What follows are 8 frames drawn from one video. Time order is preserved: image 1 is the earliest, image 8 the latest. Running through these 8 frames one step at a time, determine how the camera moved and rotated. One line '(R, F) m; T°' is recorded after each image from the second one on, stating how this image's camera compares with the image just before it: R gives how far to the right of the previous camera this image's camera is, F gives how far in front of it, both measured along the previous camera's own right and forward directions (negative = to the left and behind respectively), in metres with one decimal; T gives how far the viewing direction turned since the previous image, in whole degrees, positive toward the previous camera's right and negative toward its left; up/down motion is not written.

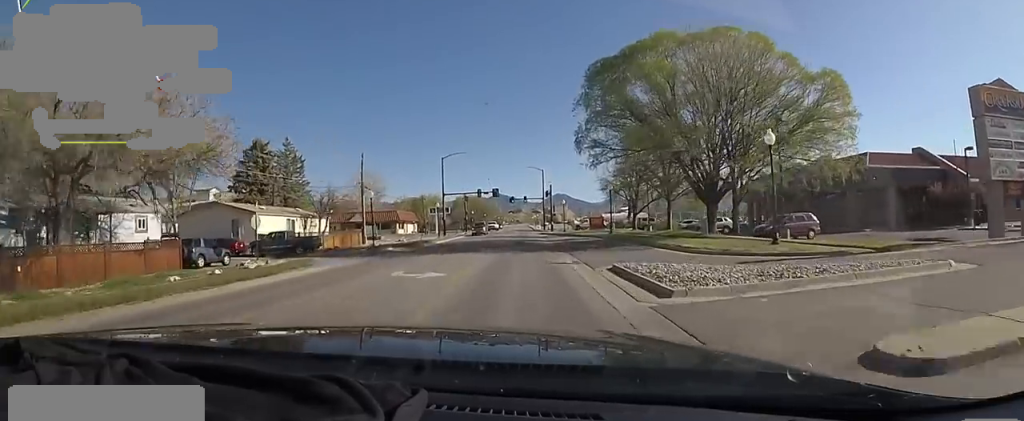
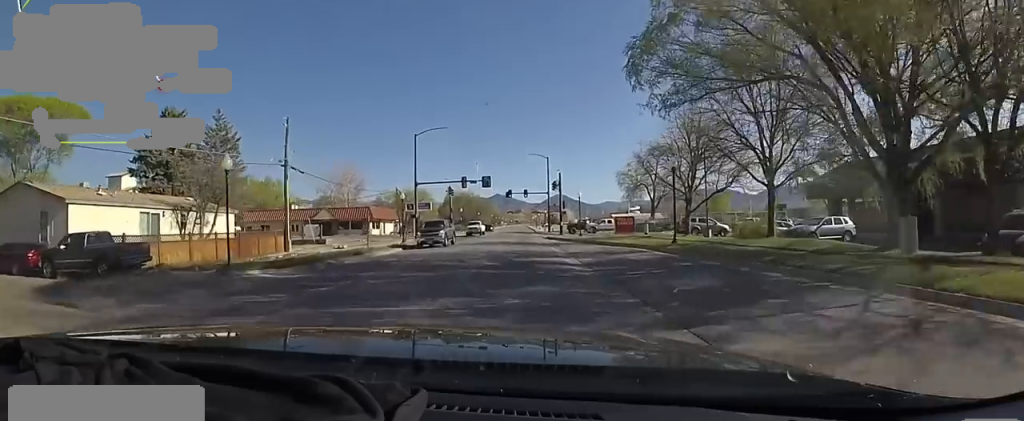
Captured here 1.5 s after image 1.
(0.0, +18.6) m; 0°
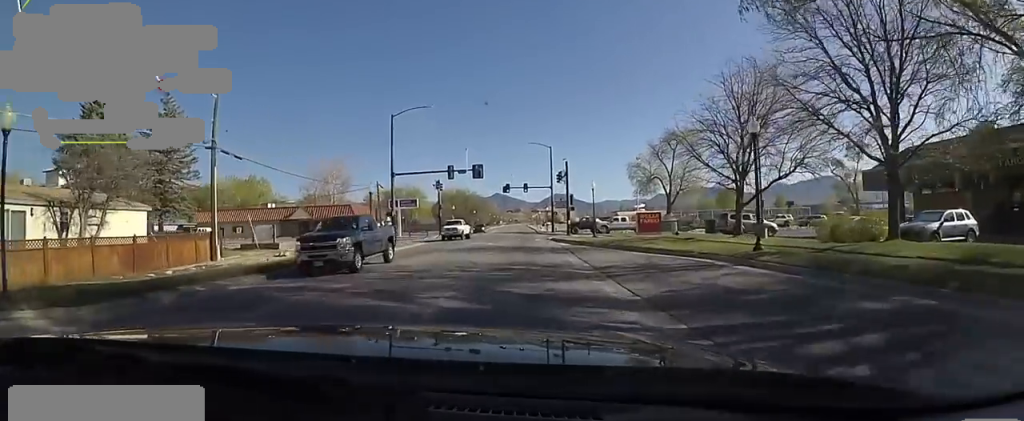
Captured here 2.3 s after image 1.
(0.0, +9.4) m; 0°
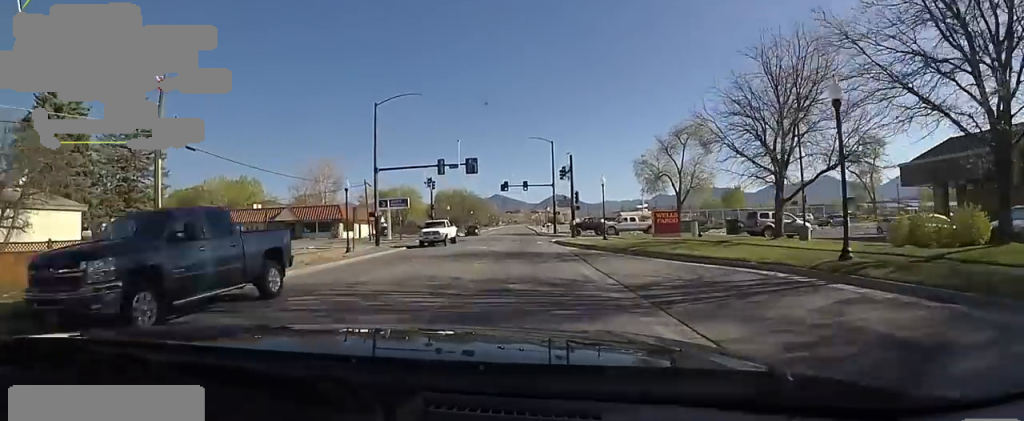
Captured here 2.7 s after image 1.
(0.0, +4.9) m; 0°
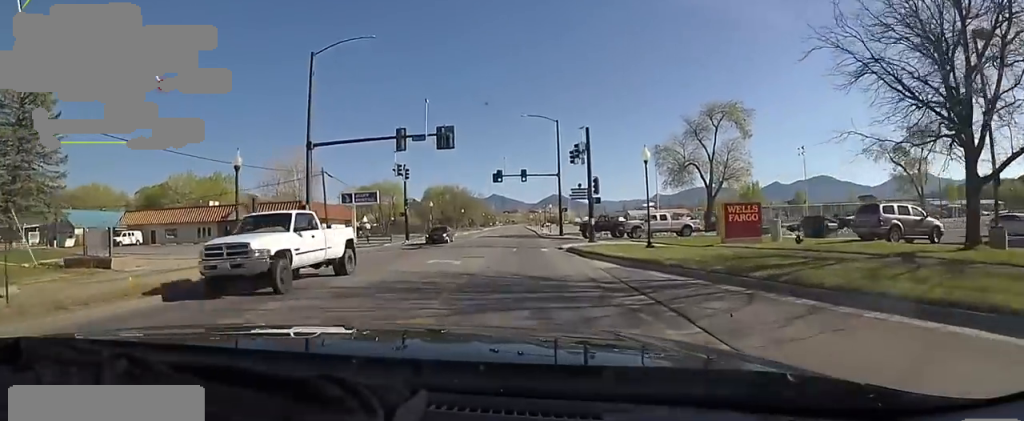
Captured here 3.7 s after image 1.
(0.0, +12.0) m; 0°
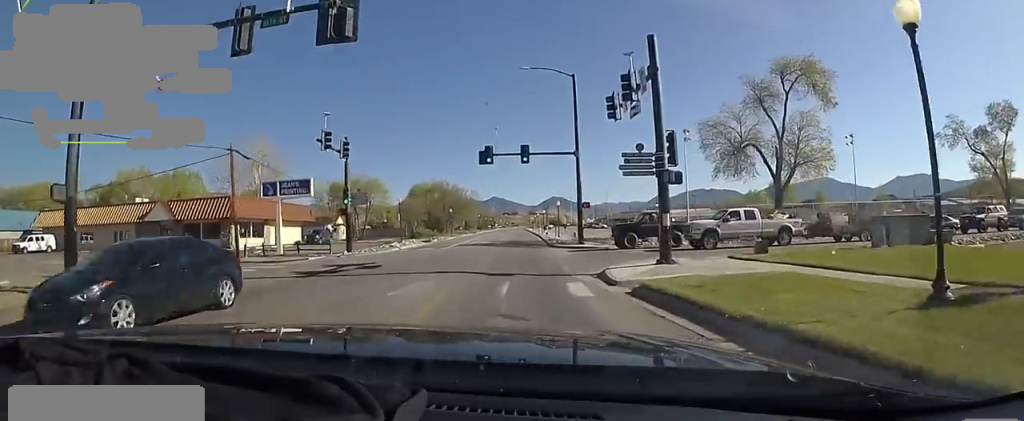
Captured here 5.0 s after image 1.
(0.0, +15.1) m; 0°
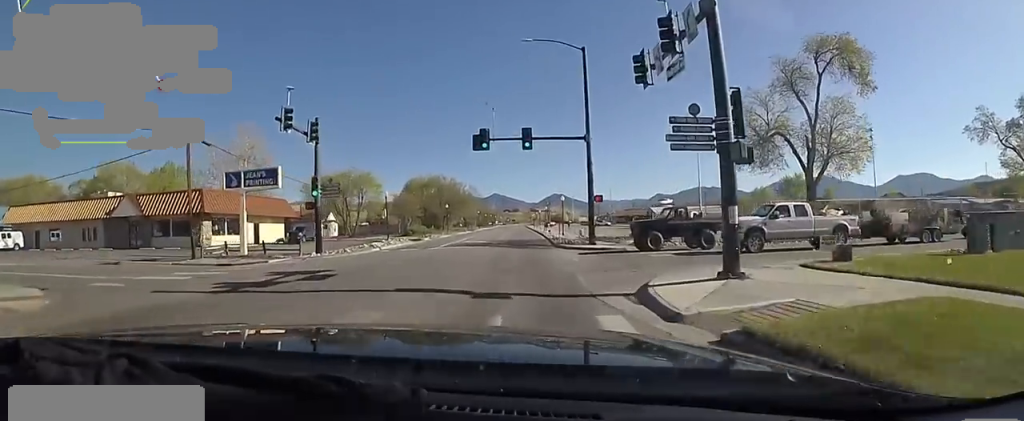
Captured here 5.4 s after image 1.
(0.0, +4.5) m; 0°
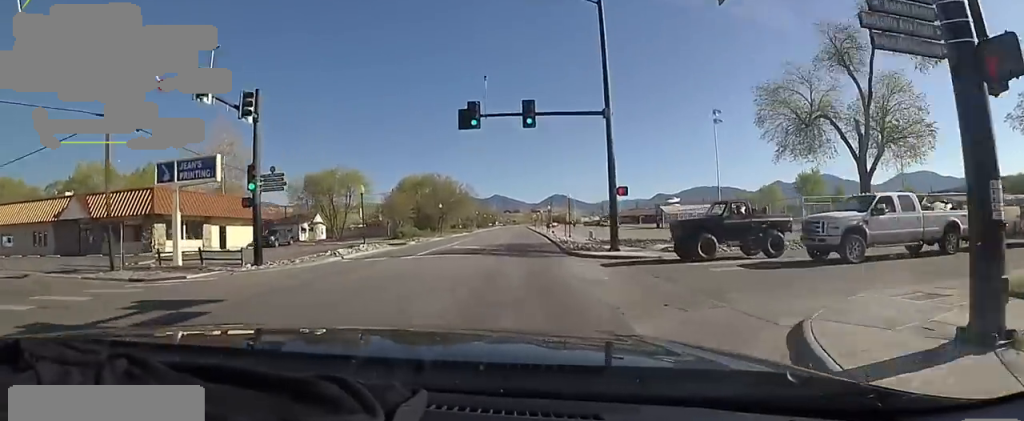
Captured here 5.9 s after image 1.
(0.0, +6.1) m; 0°
